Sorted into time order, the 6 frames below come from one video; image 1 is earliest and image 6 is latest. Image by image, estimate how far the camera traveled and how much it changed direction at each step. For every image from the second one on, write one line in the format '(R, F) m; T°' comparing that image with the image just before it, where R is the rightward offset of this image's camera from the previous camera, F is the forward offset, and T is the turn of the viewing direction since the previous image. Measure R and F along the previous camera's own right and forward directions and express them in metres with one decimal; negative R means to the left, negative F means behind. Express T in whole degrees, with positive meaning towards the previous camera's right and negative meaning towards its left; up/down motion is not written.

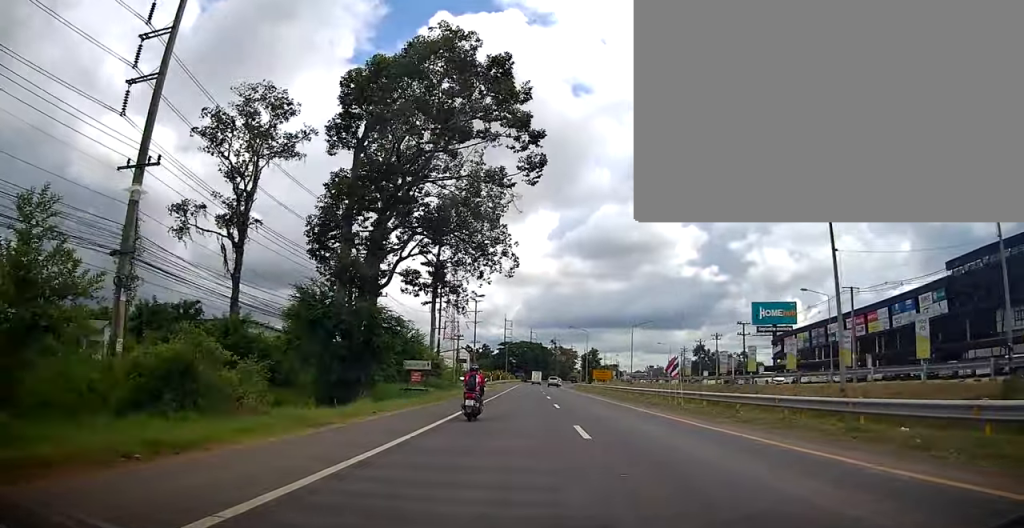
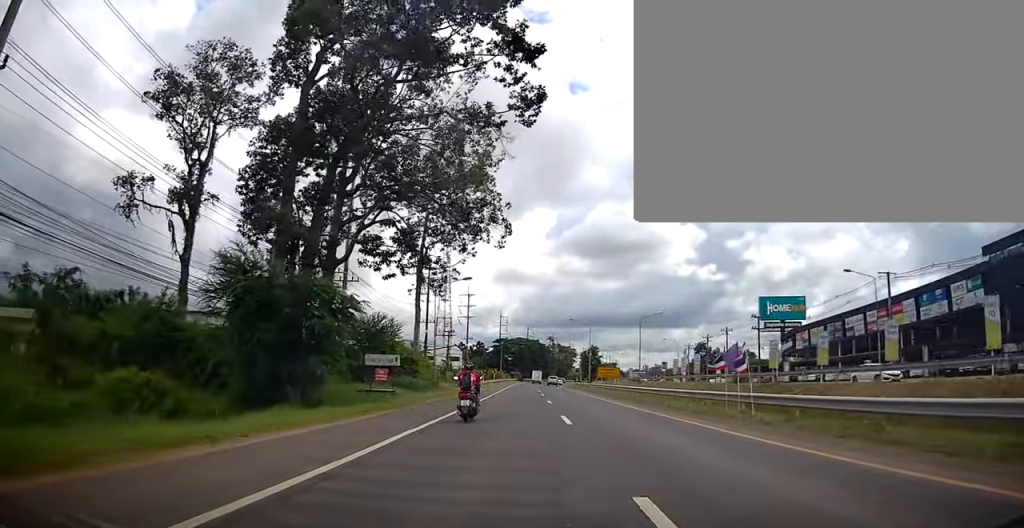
(0.0, +8.8) m; 0°
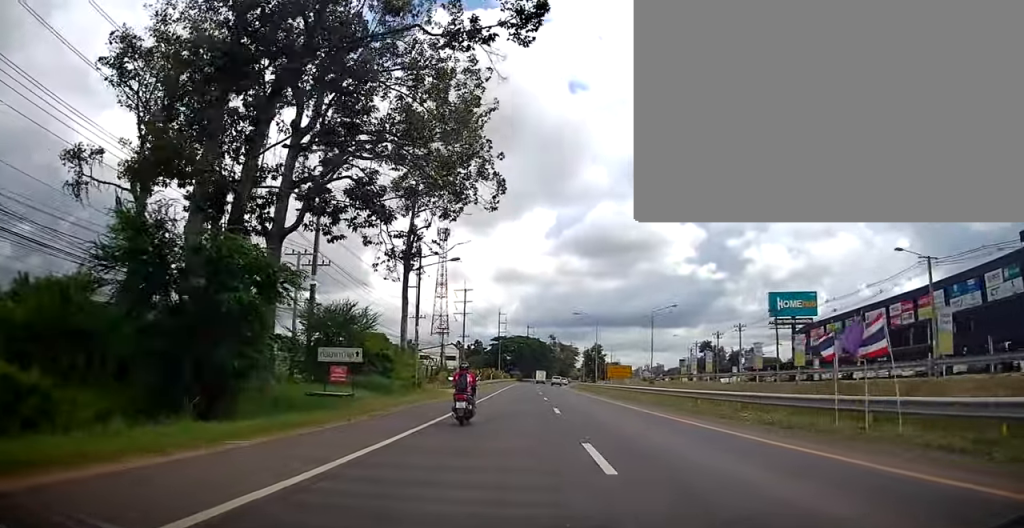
(+0.1, +7.5) m; 0°
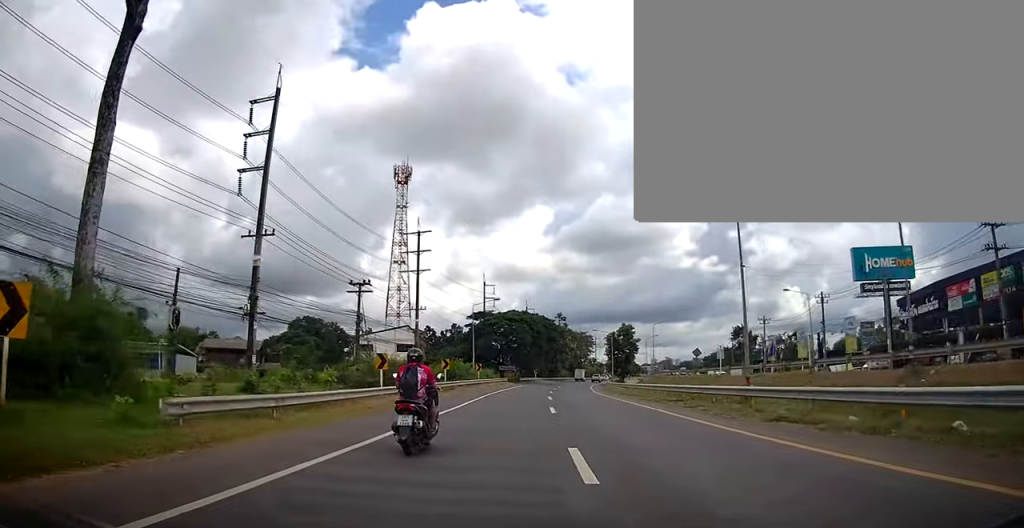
(-0.8, +49.3) m; -3°
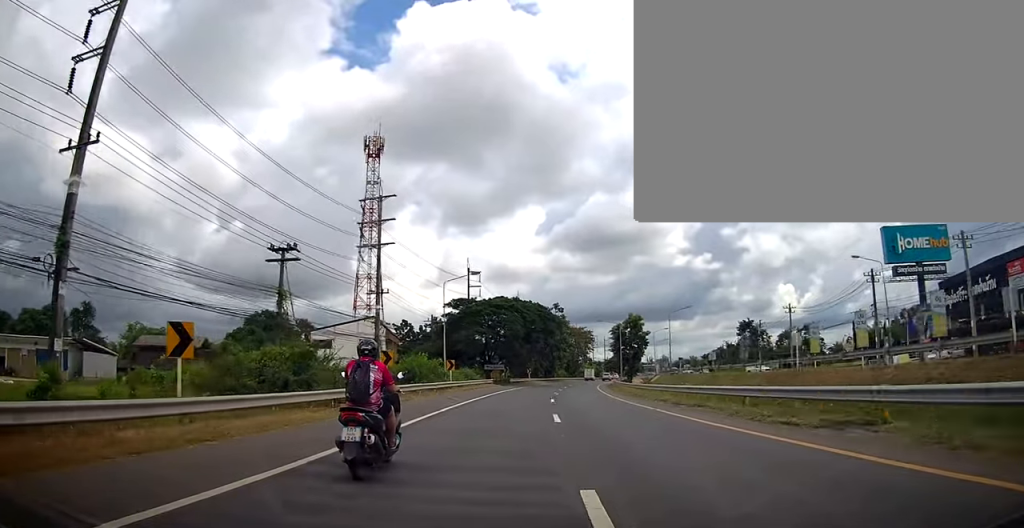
(-0.4, +15.6) m; 0°
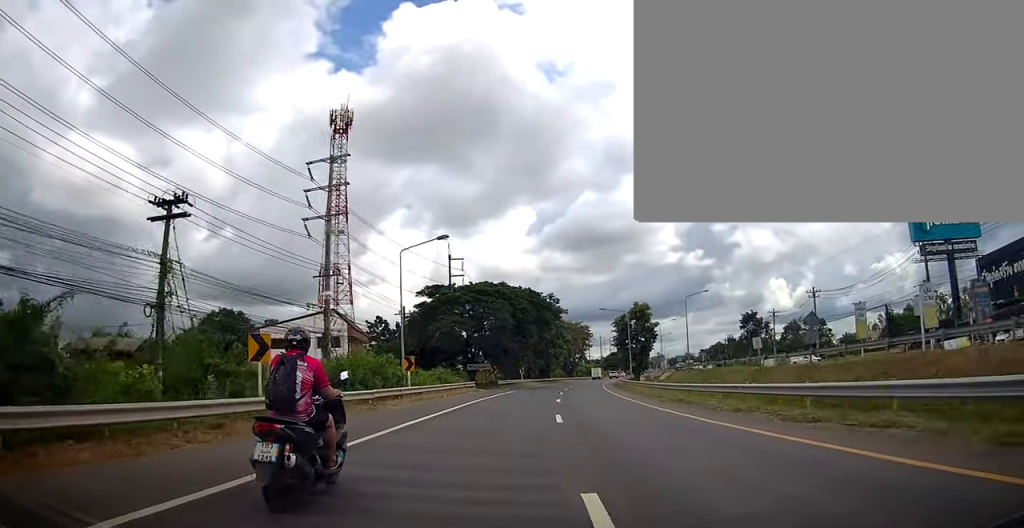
(-0.1, +12.5) m; +2°
